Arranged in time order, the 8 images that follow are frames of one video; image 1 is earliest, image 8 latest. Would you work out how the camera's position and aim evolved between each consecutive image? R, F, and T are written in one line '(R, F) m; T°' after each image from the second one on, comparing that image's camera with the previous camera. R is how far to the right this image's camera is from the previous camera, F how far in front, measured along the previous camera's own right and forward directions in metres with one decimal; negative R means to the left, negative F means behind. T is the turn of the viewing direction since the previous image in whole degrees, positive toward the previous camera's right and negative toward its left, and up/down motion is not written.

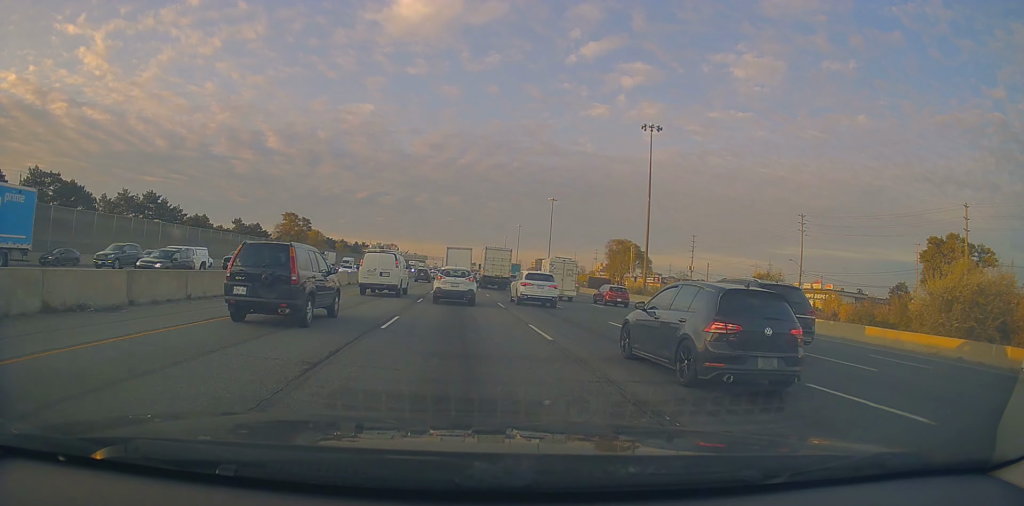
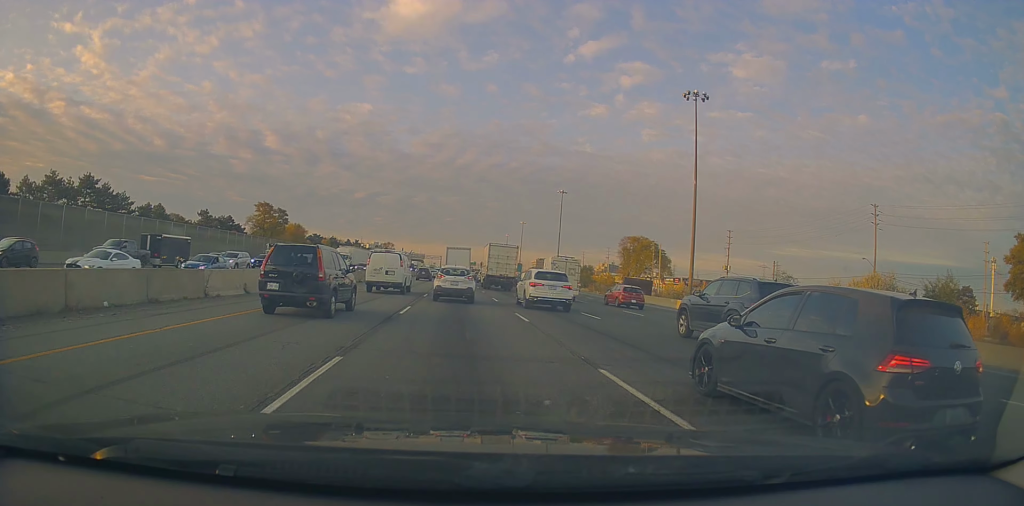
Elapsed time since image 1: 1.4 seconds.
(+0.3, +19.7) m; +2°
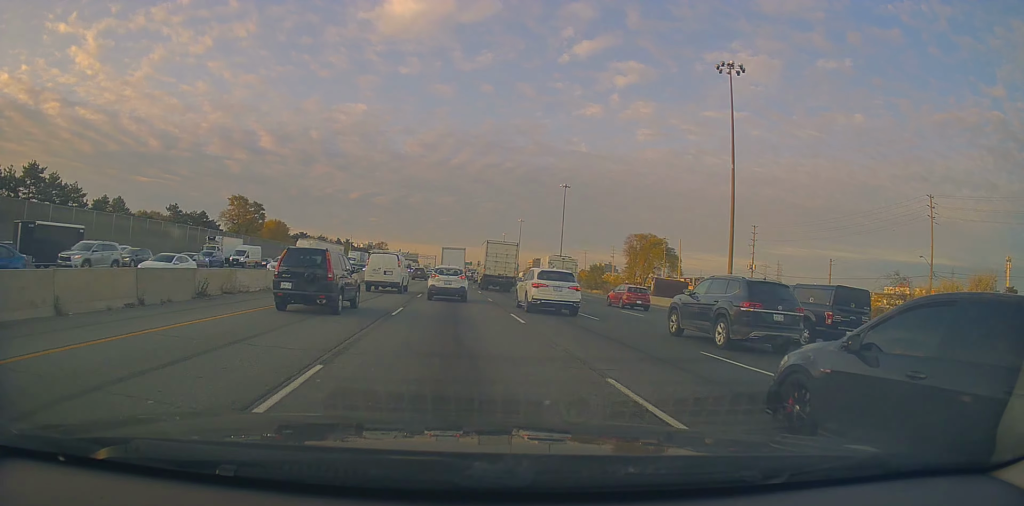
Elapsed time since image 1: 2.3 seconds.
(+0.2, +12.8) m; -1°
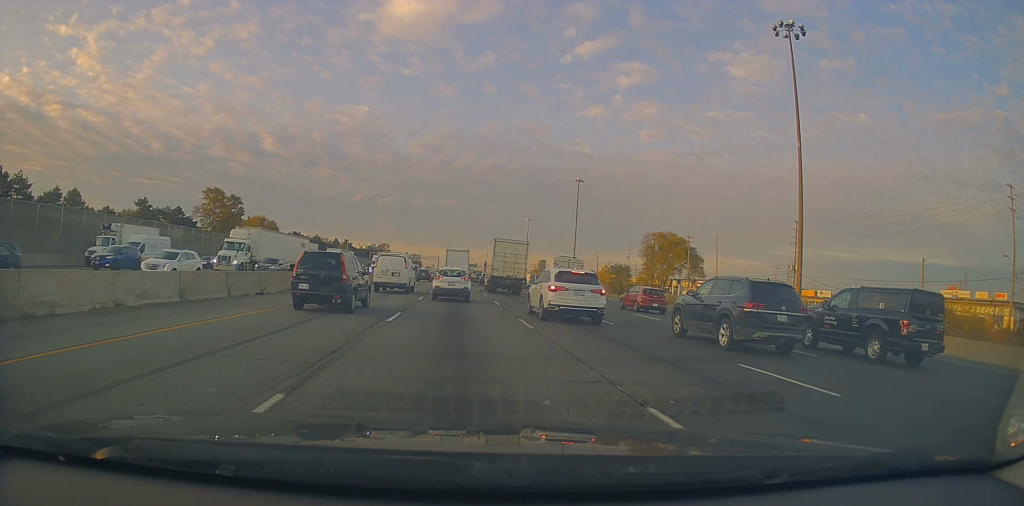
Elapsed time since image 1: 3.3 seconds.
(-0.4, +13.8) m; -2°
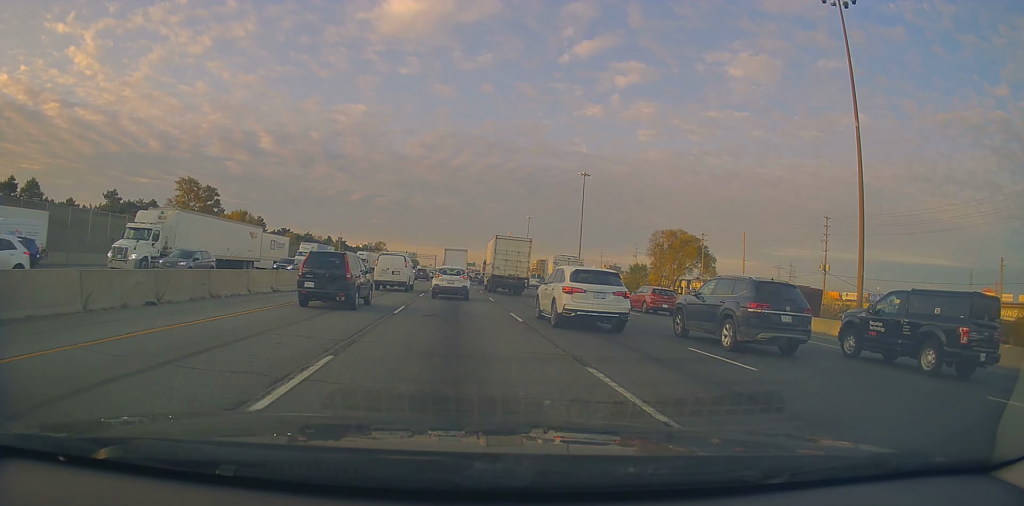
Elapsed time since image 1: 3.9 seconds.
(-0.2, +9.7) m; 0°
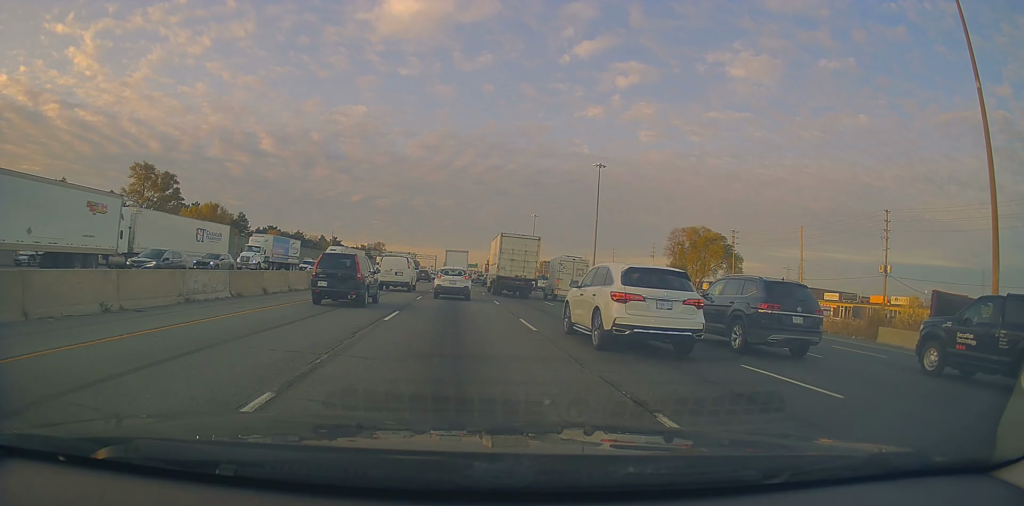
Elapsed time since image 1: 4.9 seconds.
(+0.5, +14.6) m; +2°
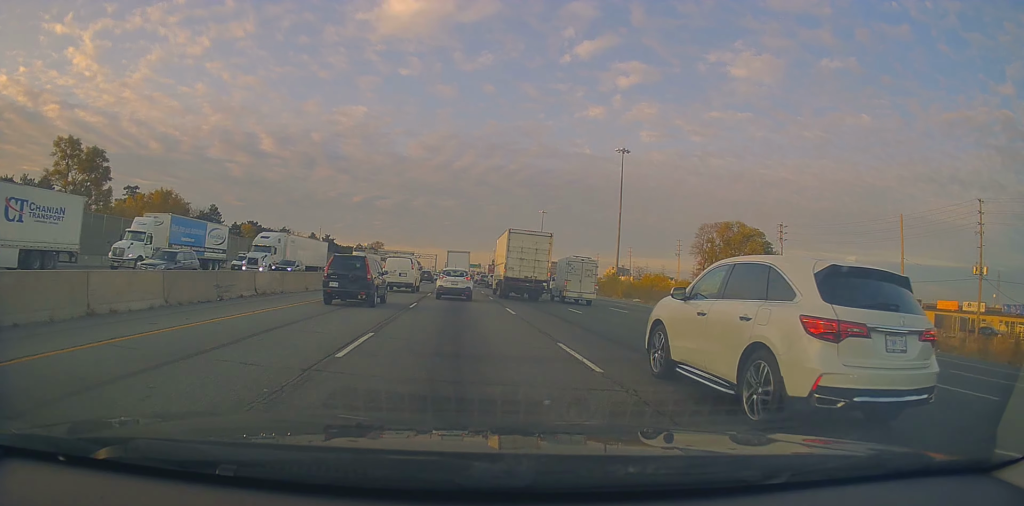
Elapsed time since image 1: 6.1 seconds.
(+0.2, +17.9) m; 0°
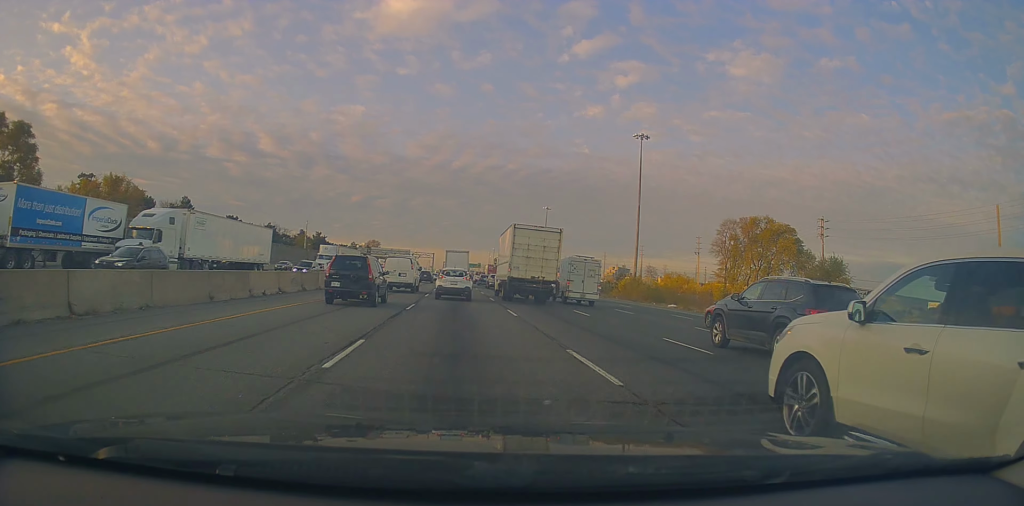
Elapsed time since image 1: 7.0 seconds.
(0.0, +13.1) m; -1°
